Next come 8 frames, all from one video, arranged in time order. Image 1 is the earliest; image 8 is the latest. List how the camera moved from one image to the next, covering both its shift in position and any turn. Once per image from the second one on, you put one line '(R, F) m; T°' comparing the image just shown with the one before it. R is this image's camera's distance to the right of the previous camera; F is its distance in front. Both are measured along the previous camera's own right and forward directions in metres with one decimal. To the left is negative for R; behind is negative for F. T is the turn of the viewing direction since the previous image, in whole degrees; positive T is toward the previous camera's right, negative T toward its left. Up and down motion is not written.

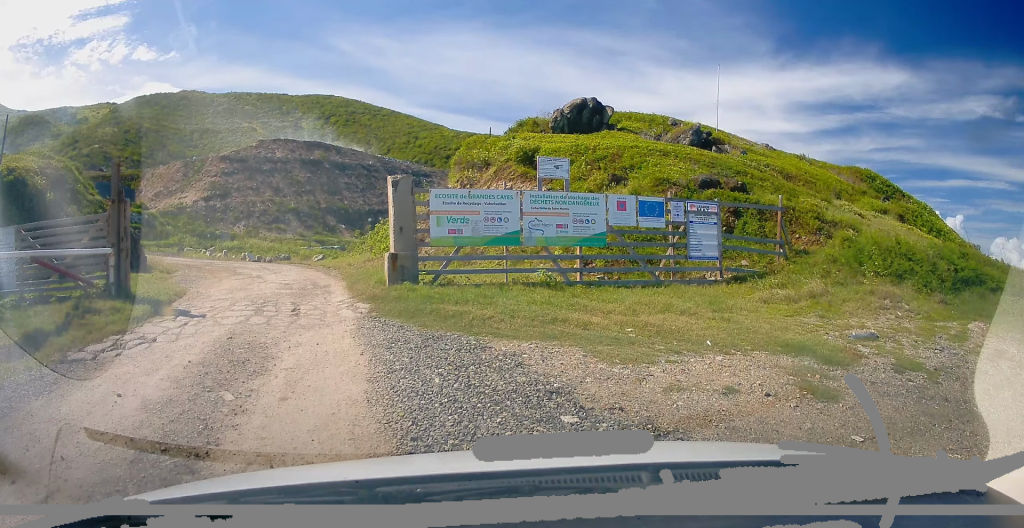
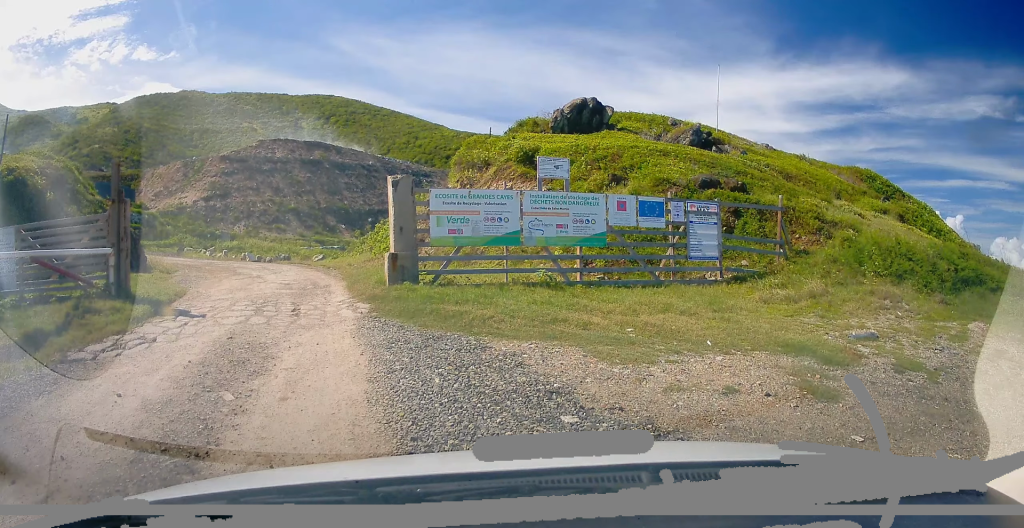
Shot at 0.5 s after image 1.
(0.0, 0.0) m; 0°
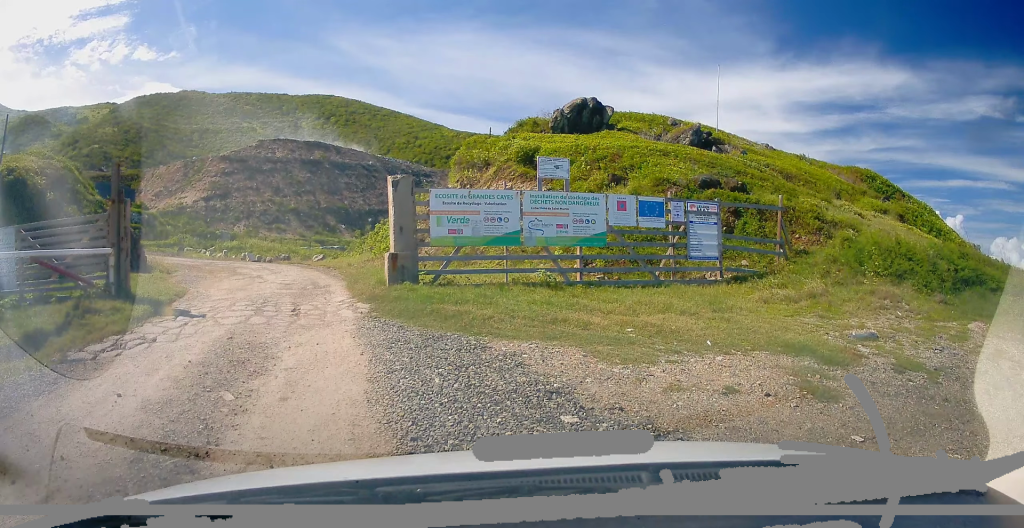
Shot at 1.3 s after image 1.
(0.0, 0.0) m; 0°
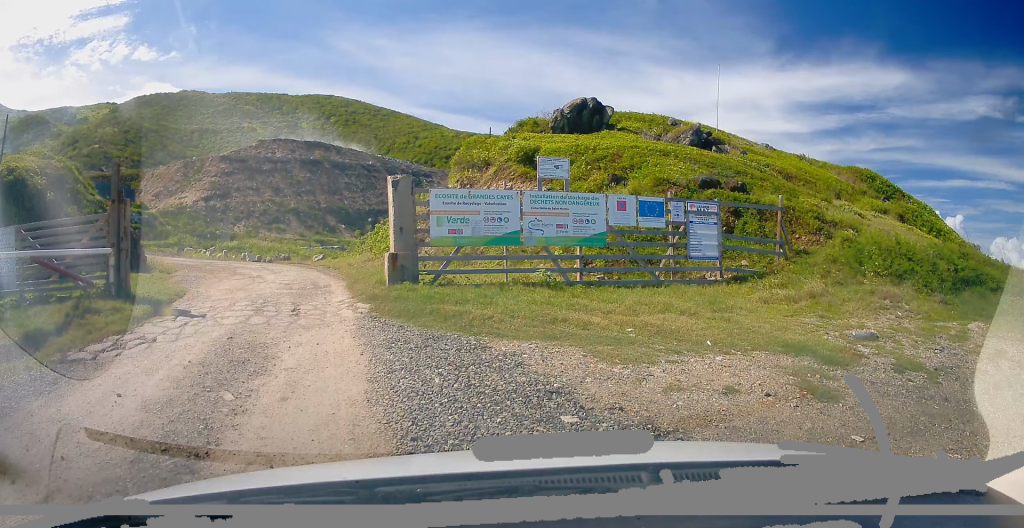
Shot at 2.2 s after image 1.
(0.0, 0.0) m; 0°
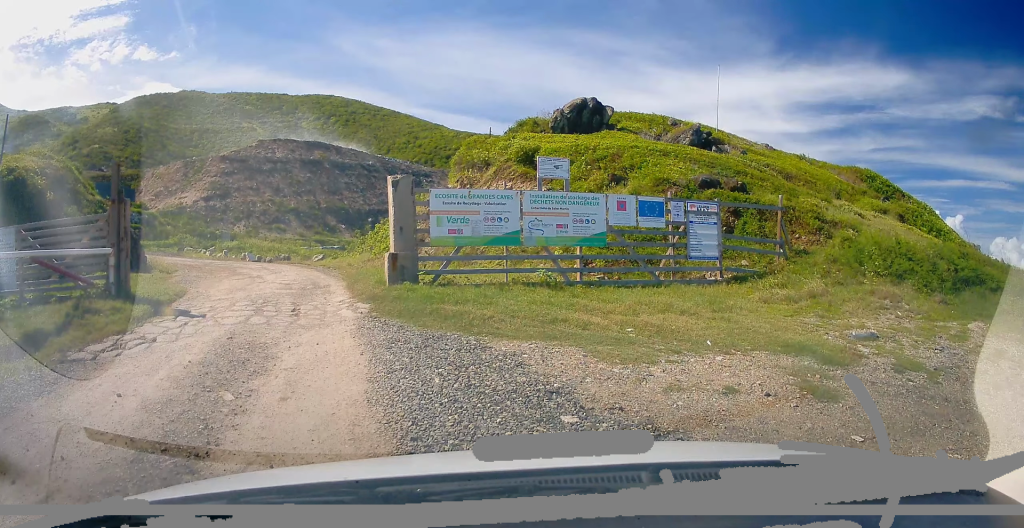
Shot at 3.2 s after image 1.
(0.0, 0.0) m; 0°
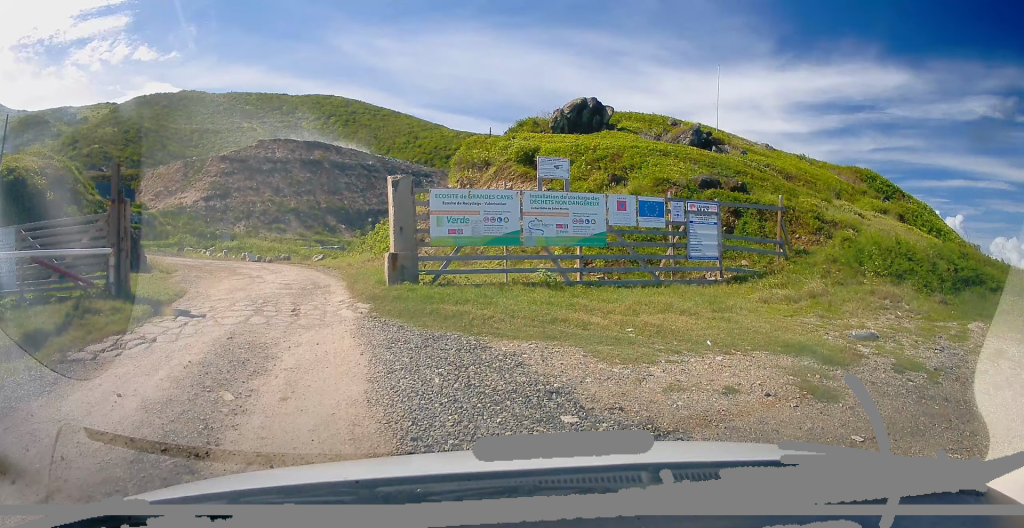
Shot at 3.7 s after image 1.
(0.0, 0.0) m; 0°
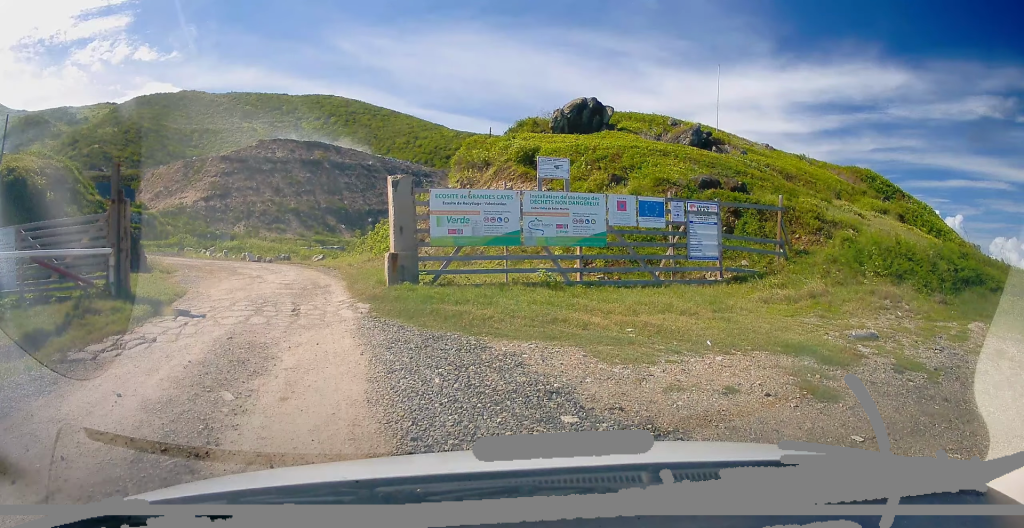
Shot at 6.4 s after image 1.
(0.0, 0.0) m; 0°
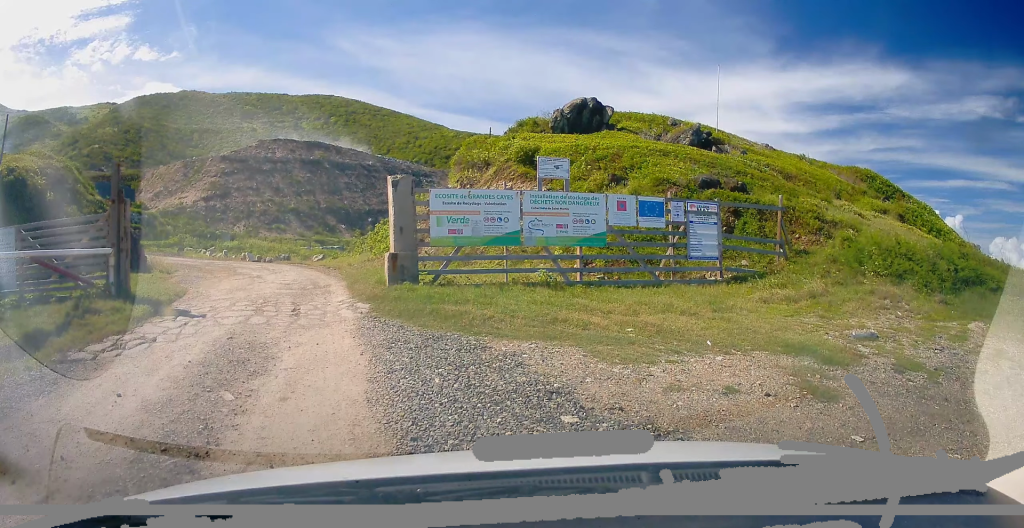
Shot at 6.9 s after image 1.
(0.0, 0.0) m; 0°
